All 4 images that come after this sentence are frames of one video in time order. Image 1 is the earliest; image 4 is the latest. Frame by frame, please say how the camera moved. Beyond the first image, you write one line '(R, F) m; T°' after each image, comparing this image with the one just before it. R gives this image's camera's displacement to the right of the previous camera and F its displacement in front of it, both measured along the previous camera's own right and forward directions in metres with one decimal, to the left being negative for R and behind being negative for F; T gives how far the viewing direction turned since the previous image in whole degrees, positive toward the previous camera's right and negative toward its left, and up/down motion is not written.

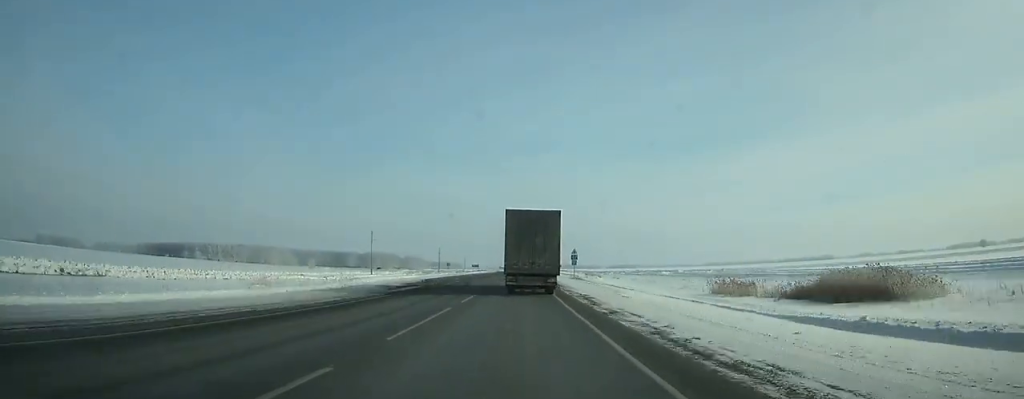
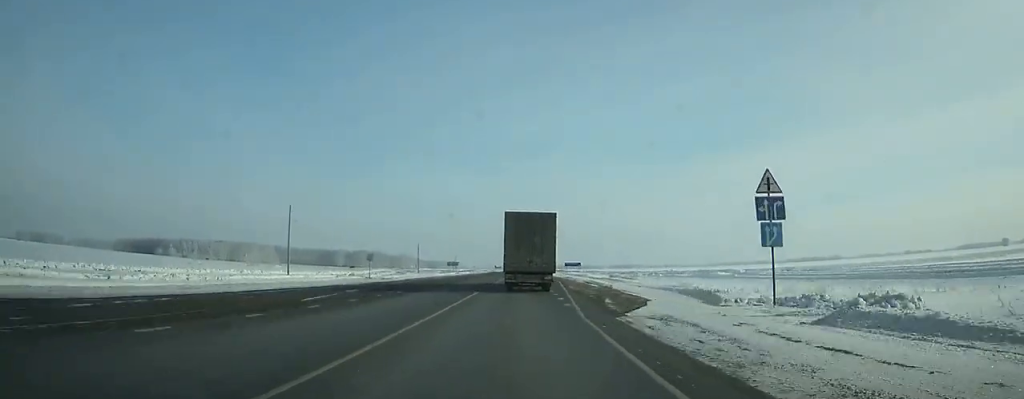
(0.0, +64.8) m; 0°
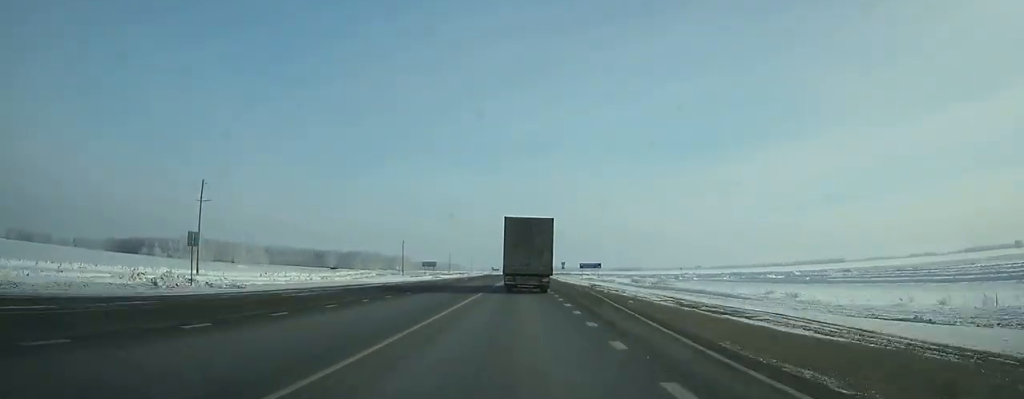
(0.0, +34.4) m; 0°
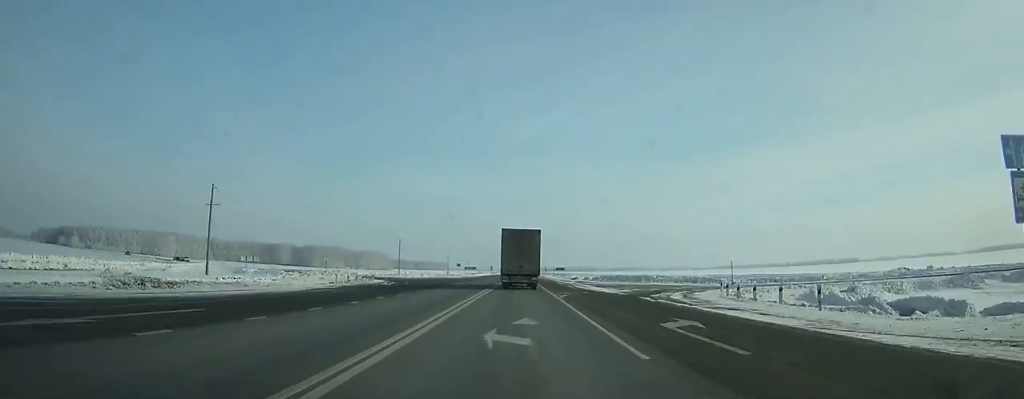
(+0.3, +142.8) m; 0°
